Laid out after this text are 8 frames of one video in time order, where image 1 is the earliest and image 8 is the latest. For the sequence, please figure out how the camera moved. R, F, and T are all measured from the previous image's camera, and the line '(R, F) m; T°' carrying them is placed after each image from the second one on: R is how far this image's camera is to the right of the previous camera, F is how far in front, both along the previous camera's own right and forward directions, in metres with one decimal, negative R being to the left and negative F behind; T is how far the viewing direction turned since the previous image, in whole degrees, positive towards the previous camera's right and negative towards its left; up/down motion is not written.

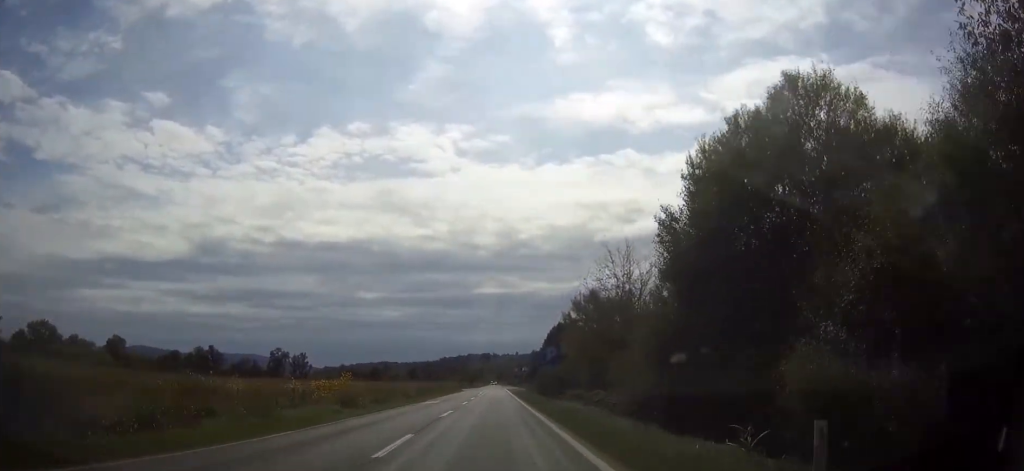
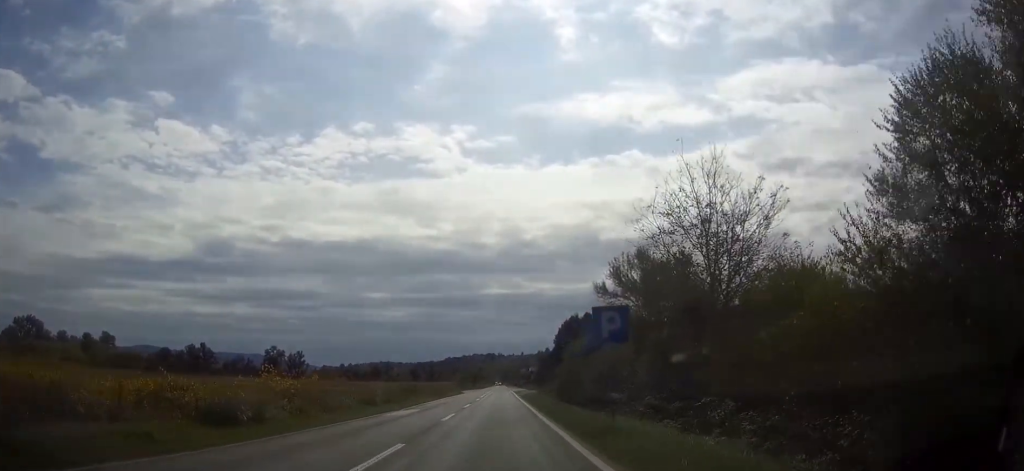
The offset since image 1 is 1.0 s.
(0.0, +16.7) m; 0°
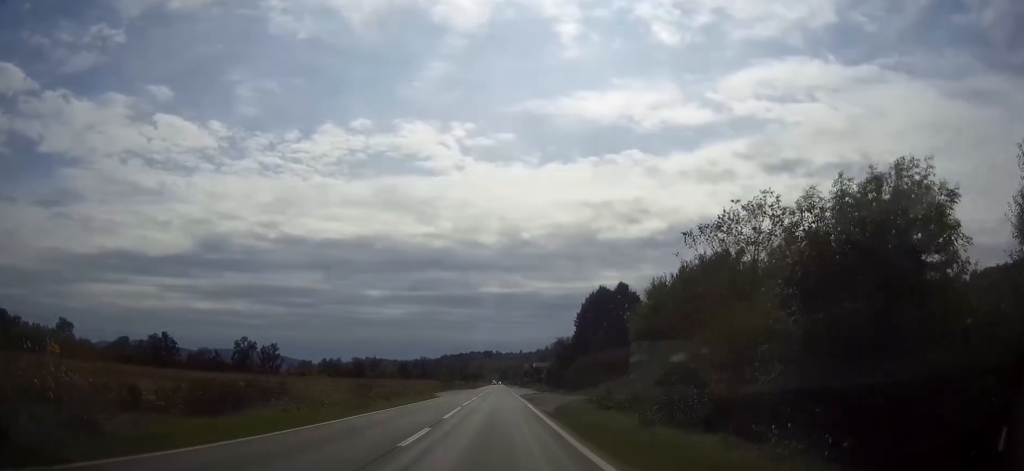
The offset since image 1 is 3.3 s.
(0.0, +41.3) m; 0°
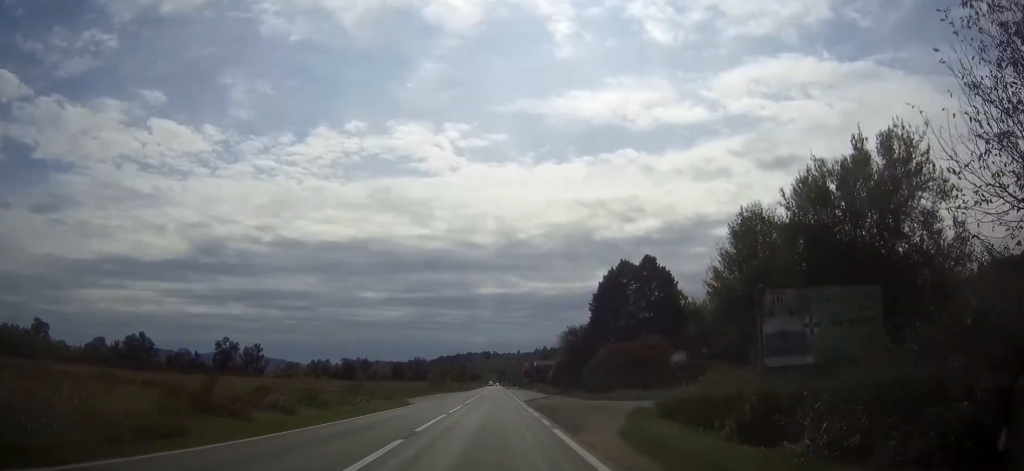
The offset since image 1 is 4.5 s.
(0.0, +19.6) m; 0°
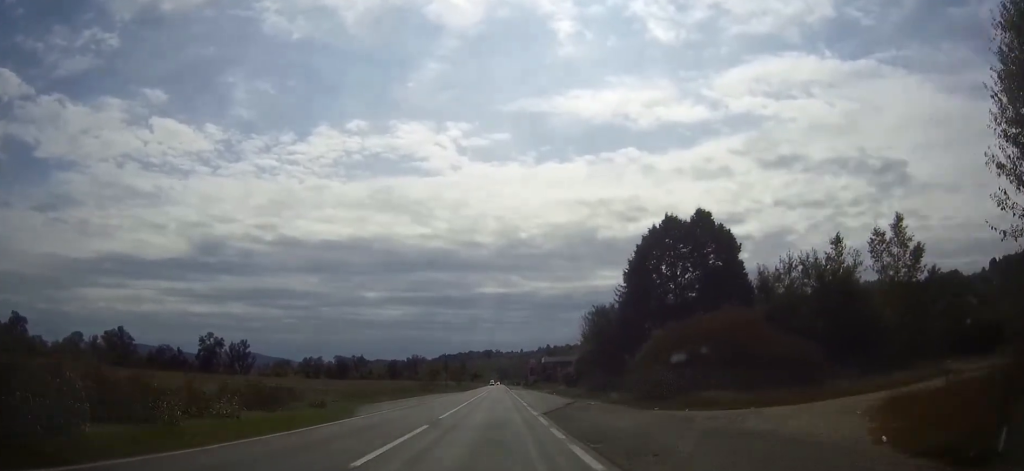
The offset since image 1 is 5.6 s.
(0.0, +20.0) m; 0°
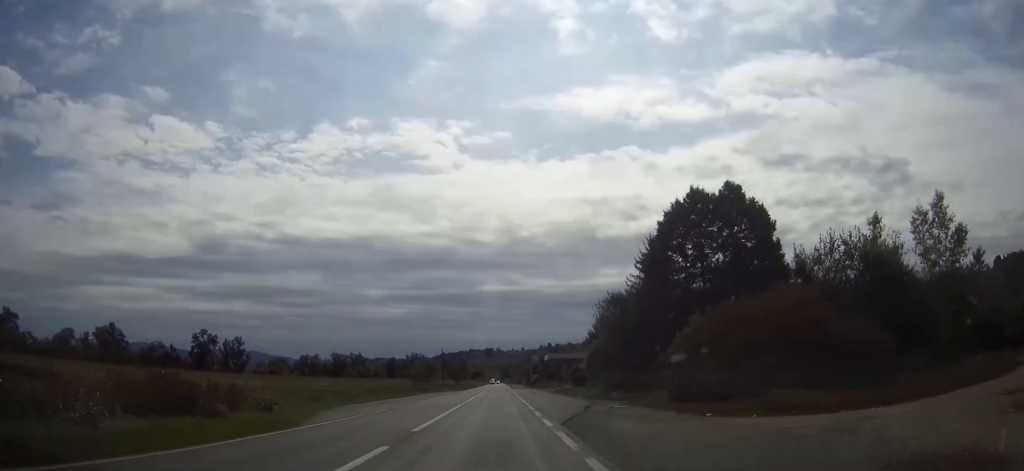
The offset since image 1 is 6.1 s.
(0.0, +7.7) m; 0°
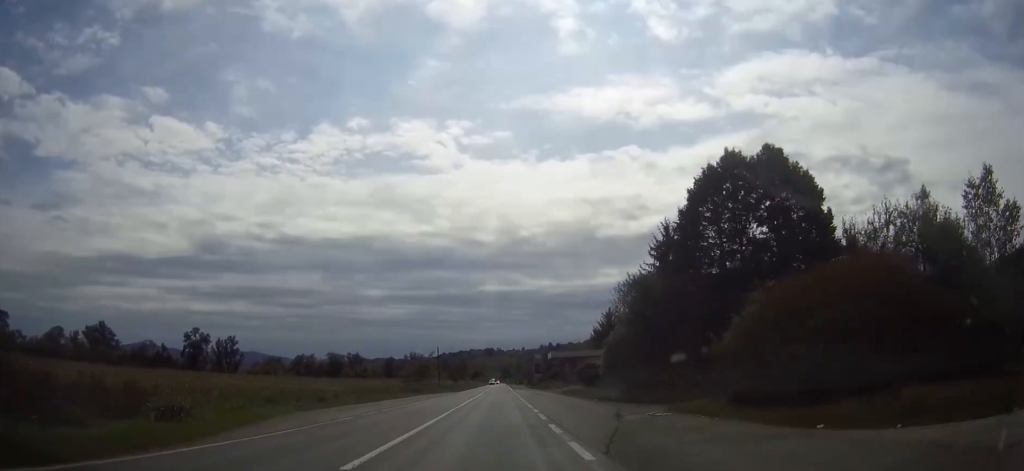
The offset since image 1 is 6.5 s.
(0.0, +8.3) m; 0°
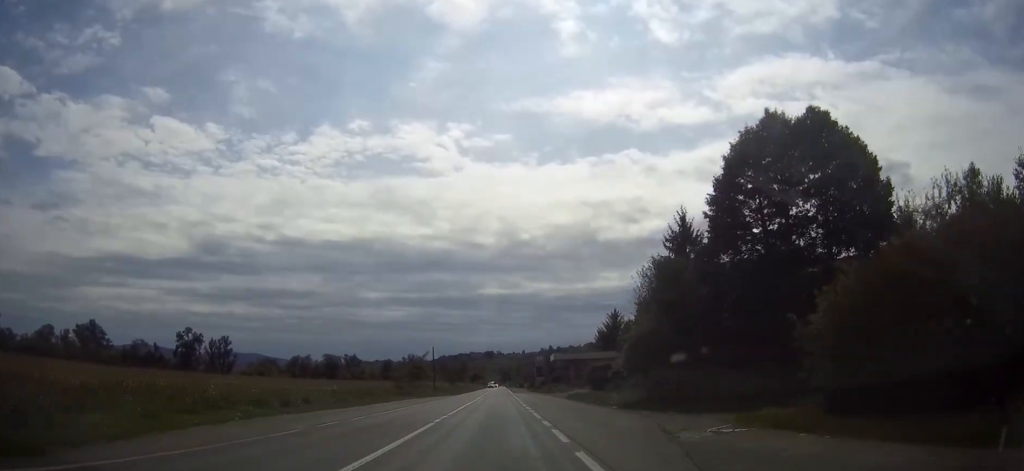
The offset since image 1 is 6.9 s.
(0.0, +7.0) m; 0°
